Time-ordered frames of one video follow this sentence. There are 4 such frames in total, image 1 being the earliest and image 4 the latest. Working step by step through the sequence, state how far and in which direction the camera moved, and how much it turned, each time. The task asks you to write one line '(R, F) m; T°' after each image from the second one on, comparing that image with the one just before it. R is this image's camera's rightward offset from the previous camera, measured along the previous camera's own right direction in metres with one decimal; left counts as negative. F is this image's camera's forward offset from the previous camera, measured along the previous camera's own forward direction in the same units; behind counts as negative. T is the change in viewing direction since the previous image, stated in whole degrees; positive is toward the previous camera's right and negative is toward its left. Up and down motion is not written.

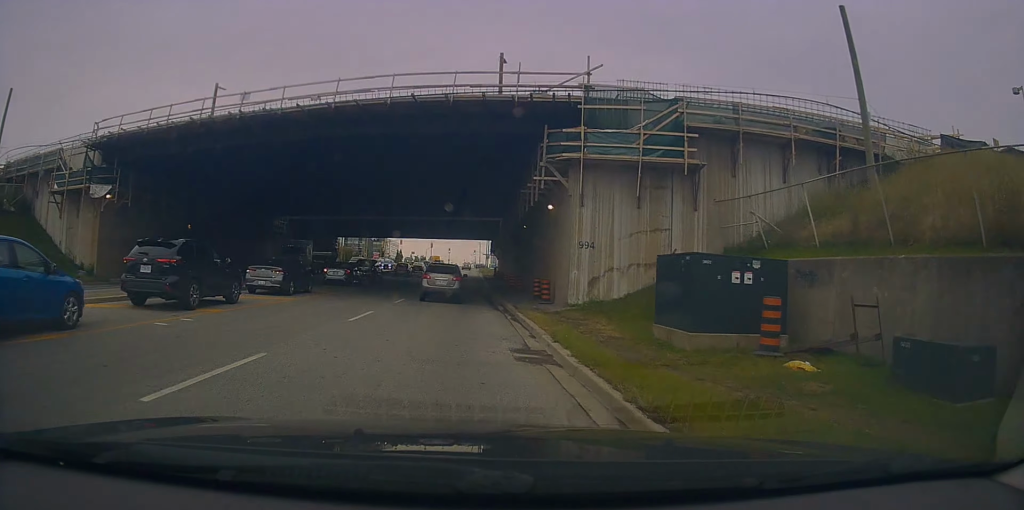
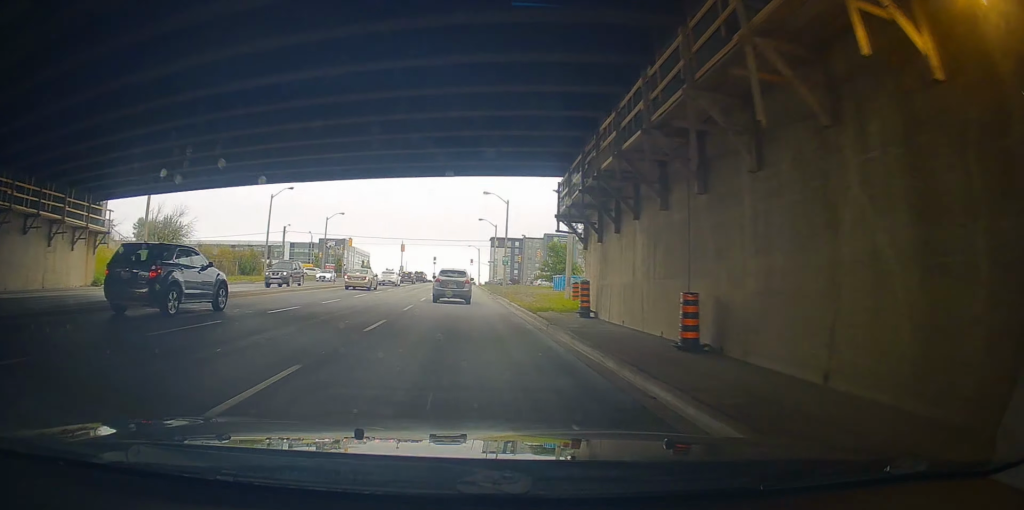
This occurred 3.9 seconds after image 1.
(+1.4, +56.2) m; -1°
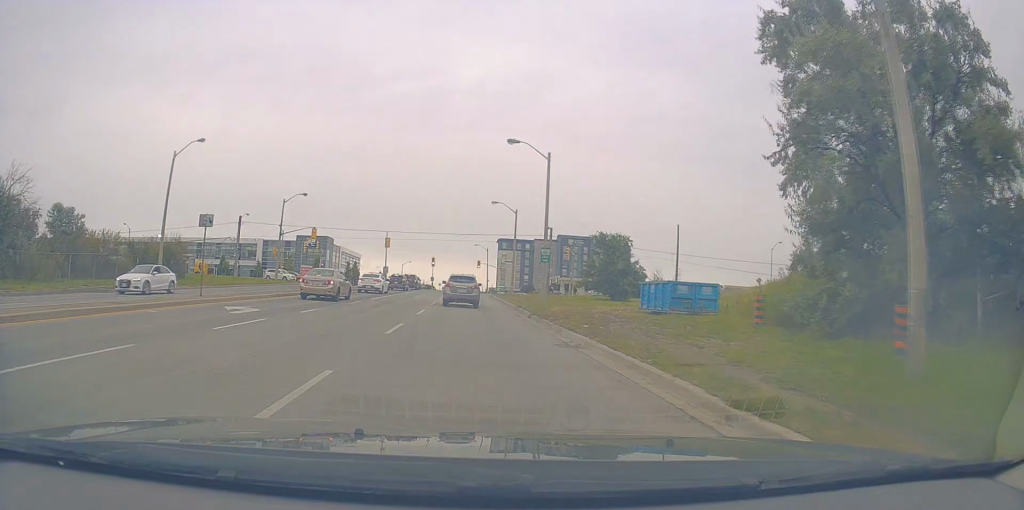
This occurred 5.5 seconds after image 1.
(+0.2, +23.3) m; +4°
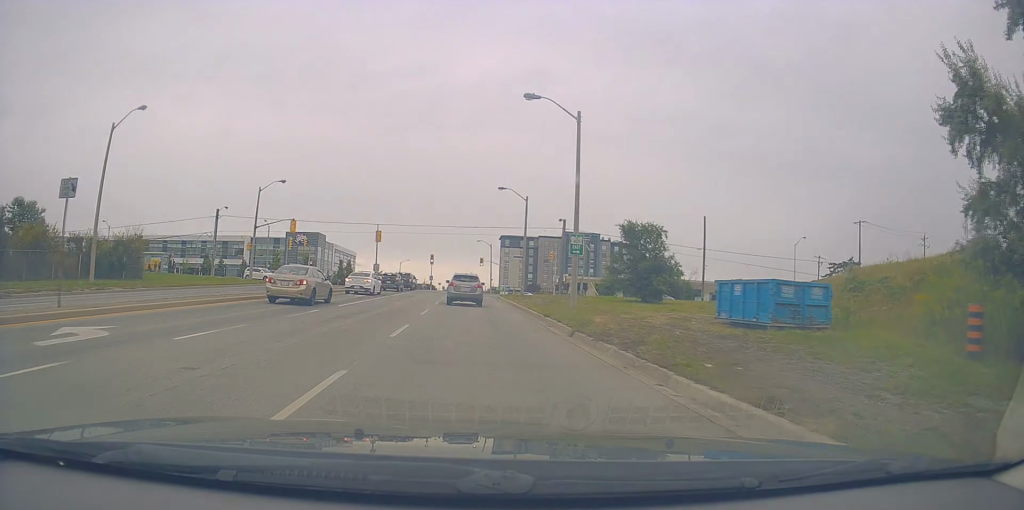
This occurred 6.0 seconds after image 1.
(+0.7, +8.1) m; +1°
